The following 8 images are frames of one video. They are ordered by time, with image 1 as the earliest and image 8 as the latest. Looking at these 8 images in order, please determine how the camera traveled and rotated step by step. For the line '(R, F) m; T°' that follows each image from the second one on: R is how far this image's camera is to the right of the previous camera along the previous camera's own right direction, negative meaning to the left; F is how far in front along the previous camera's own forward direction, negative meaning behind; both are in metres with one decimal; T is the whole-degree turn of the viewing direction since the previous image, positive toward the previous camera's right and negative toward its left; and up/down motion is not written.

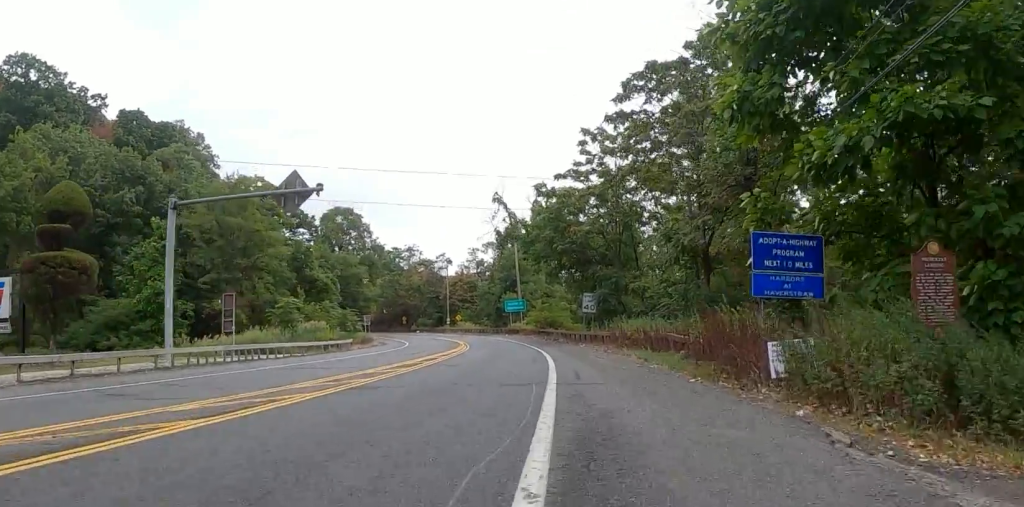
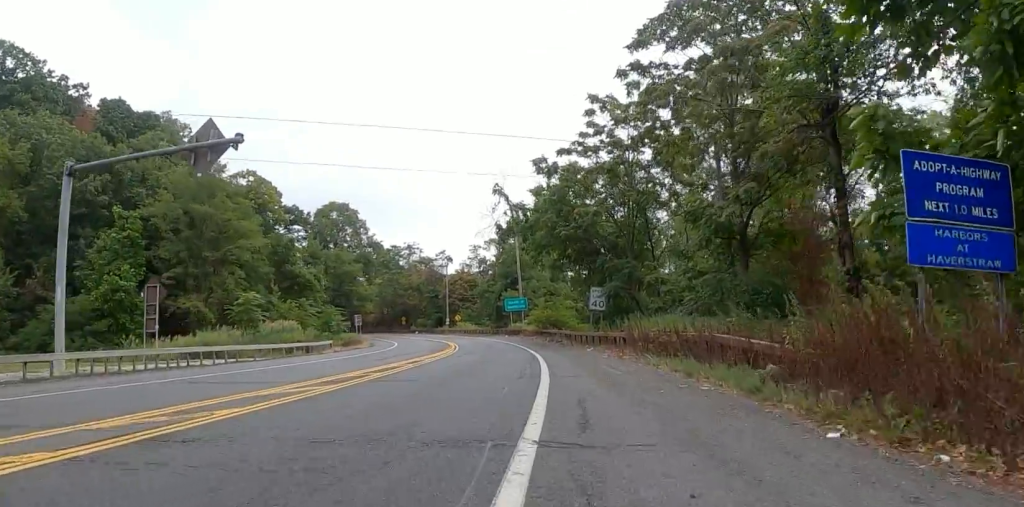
(+0.2, +5.3) m; -3°
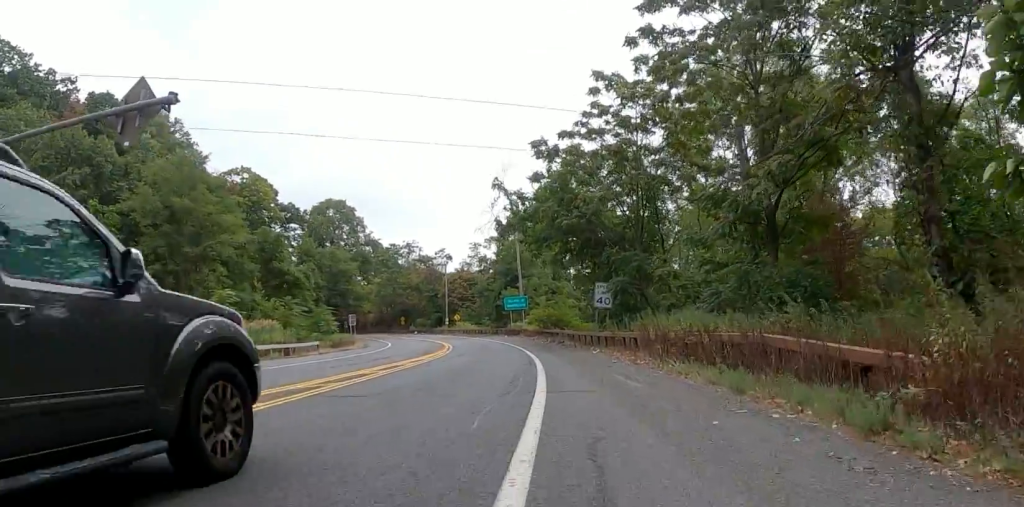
(-0.1, +2.8) m; -7°
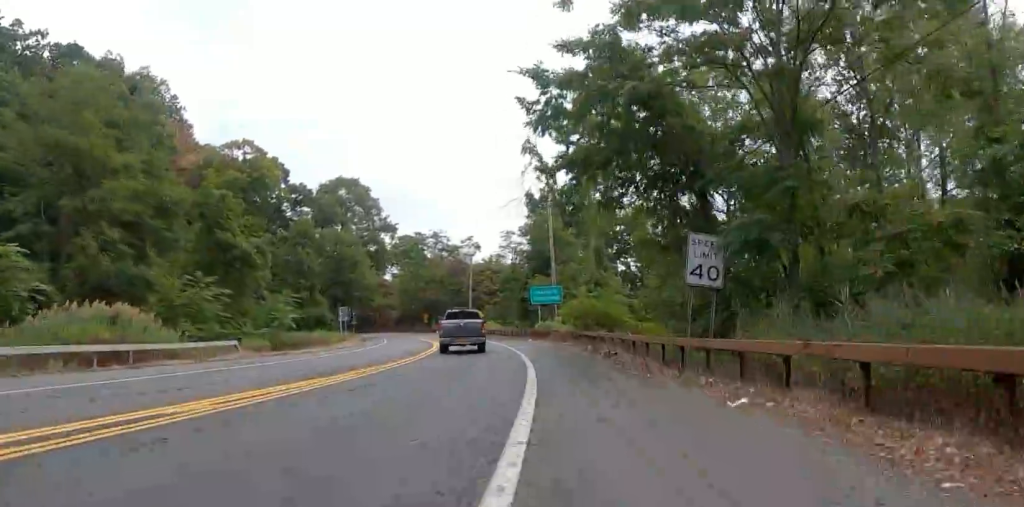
(-2.9, +14.6) m; -7°
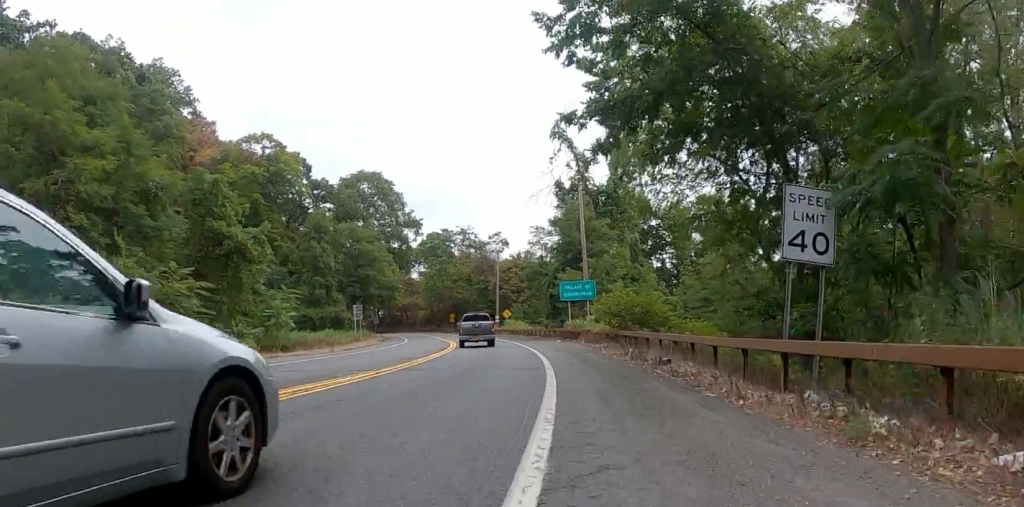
(+0.7, +4.6) m; -1°
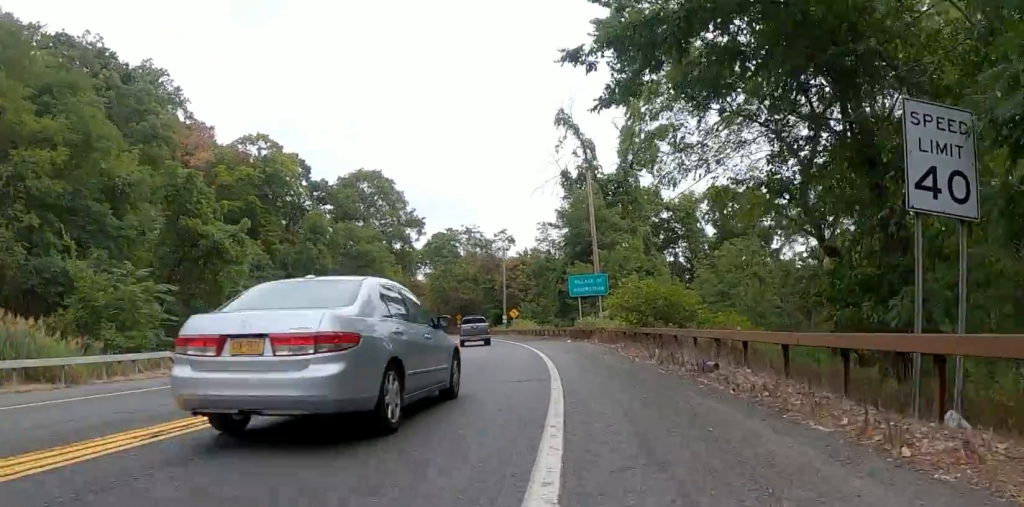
(-0.3, +3.5) m; -4°
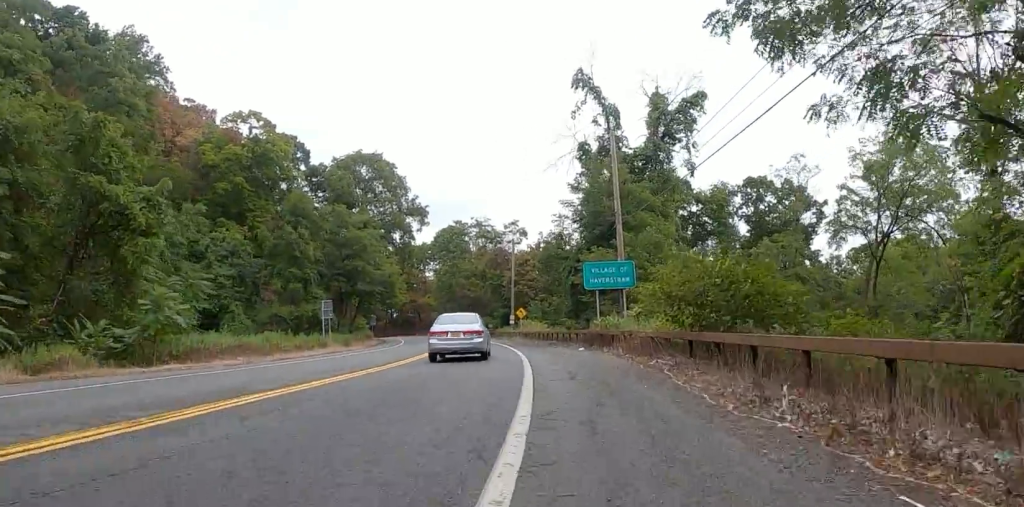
(-0.7, +9.0) m; +1°
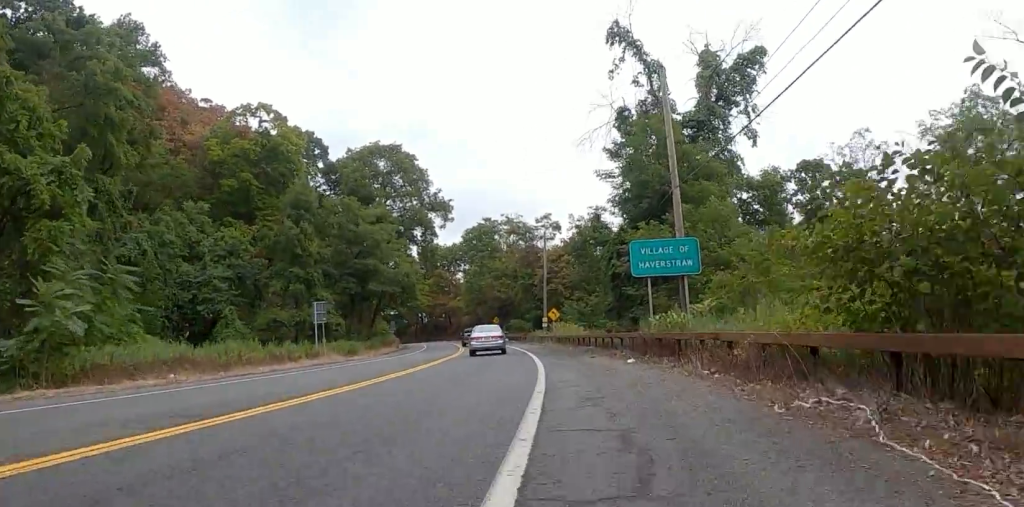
(+0.8, +7.3) m; +2°
